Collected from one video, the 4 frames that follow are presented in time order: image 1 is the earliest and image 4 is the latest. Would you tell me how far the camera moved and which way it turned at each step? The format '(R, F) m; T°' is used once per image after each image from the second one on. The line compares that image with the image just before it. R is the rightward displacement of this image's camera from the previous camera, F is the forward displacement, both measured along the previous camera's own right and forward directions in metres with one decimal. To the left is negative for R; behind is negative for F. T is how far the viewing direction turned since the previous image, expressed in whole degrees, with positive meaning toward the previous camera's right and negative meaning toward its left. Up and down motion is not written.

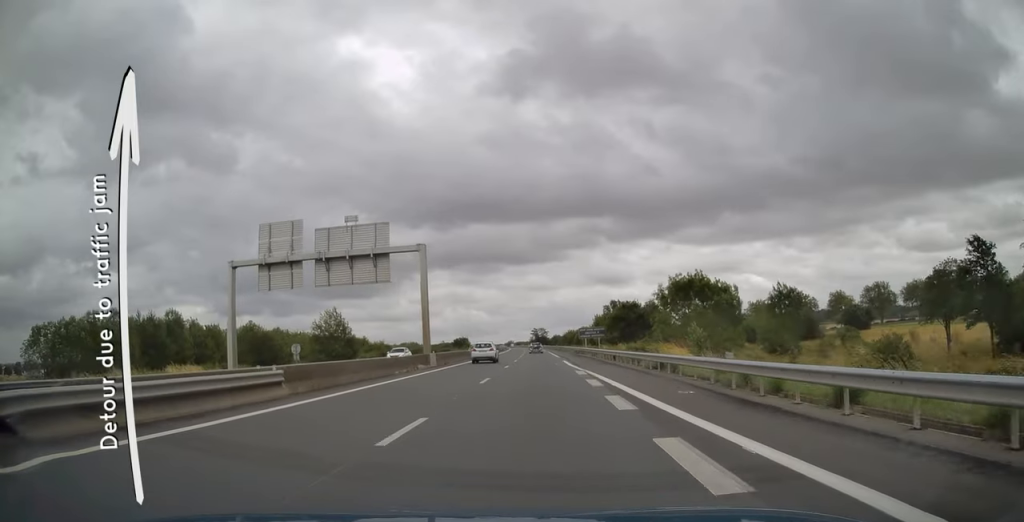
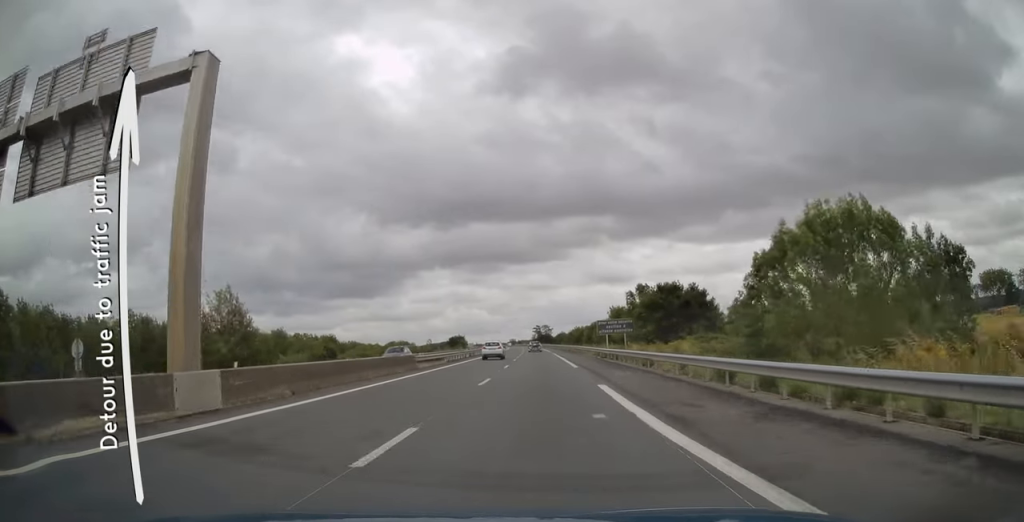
(+0.1, +27.8) m; +1°
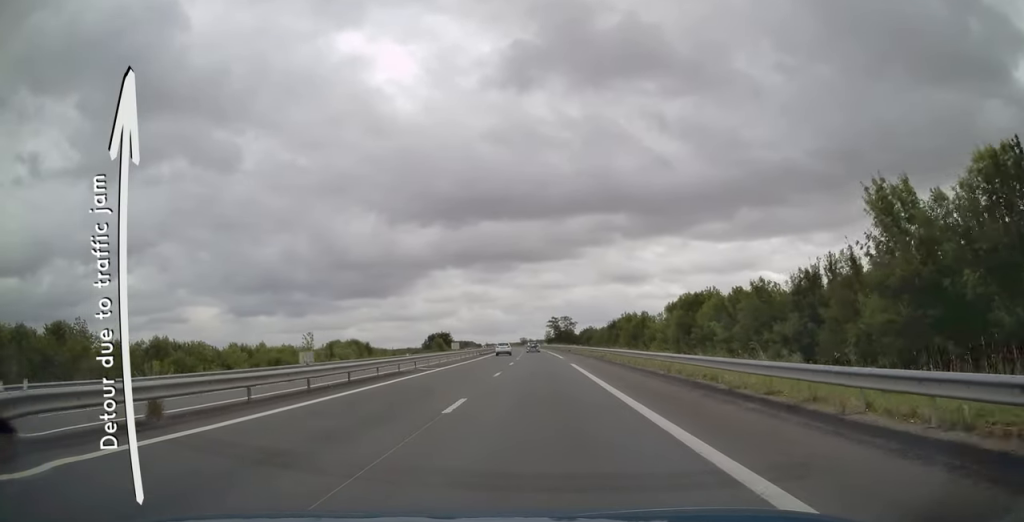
(-0.2, +85.9) m; -1°
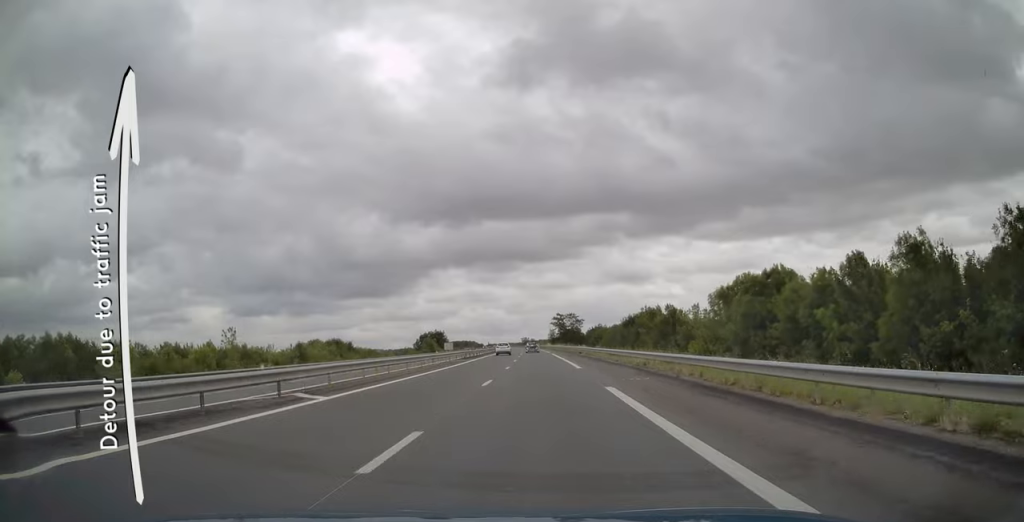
(-0.1, +18.5) m; -1°
